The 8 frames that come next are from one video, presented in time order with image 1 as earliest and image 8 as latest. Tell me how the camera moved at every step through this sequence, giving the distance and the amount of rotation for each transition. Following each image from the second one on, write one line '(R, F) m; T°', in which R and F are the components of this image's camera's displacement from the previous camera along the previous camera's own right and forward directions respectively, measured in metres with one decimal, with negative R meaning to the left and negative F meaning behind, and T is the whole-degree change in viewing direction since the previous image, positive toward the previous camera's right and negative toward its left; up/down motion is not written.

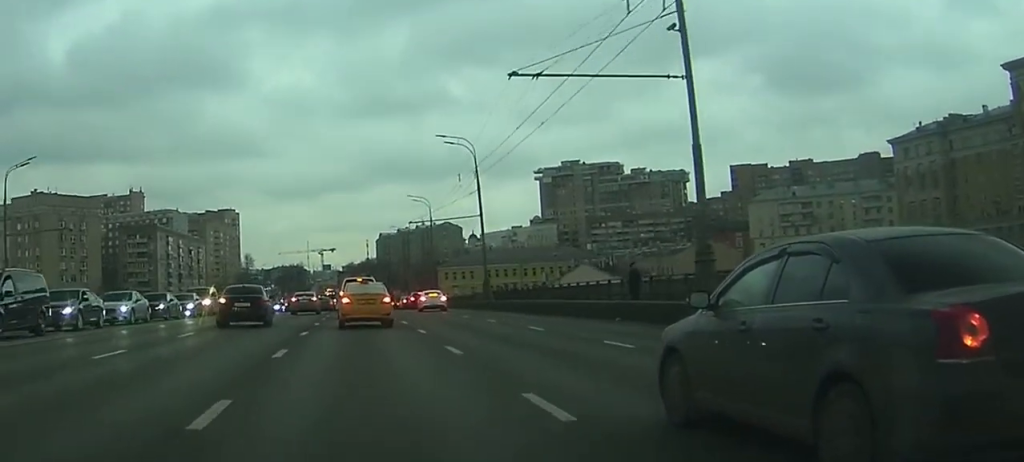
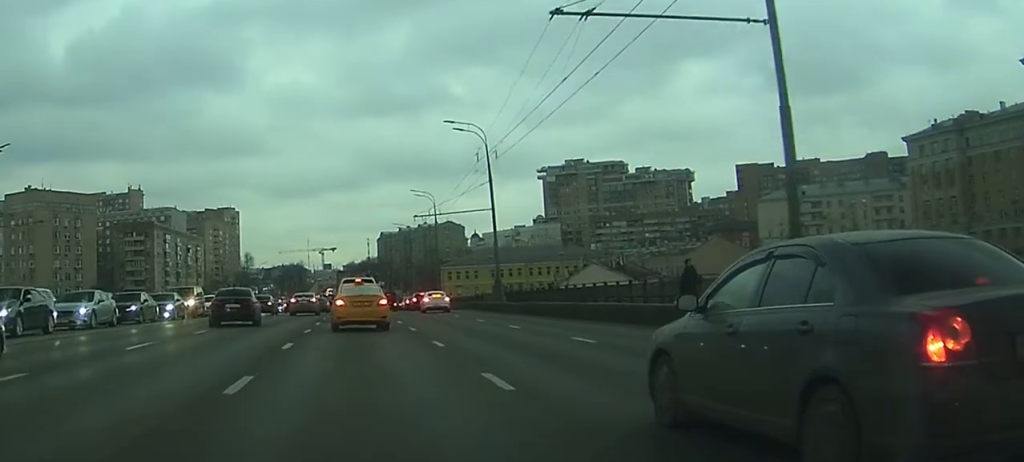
(0.0, +5.6) m; 0°
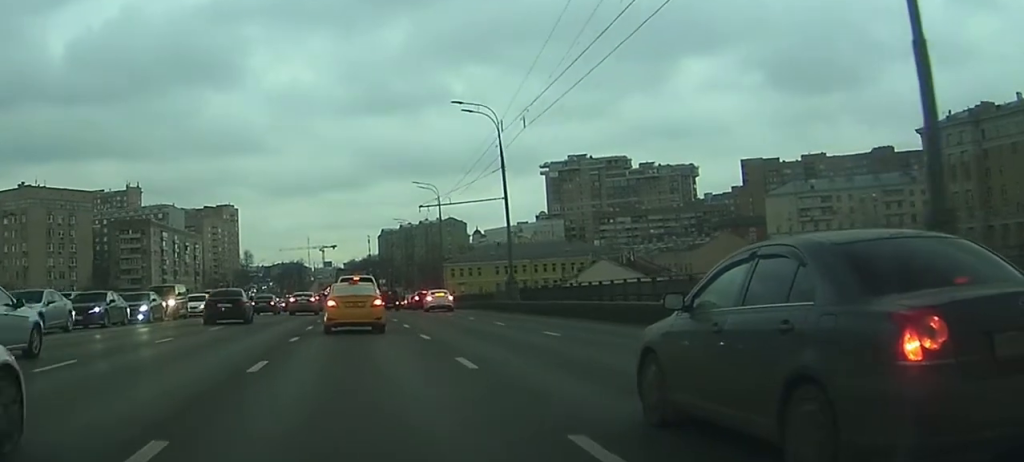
(0.0, +5.2) m; 0°
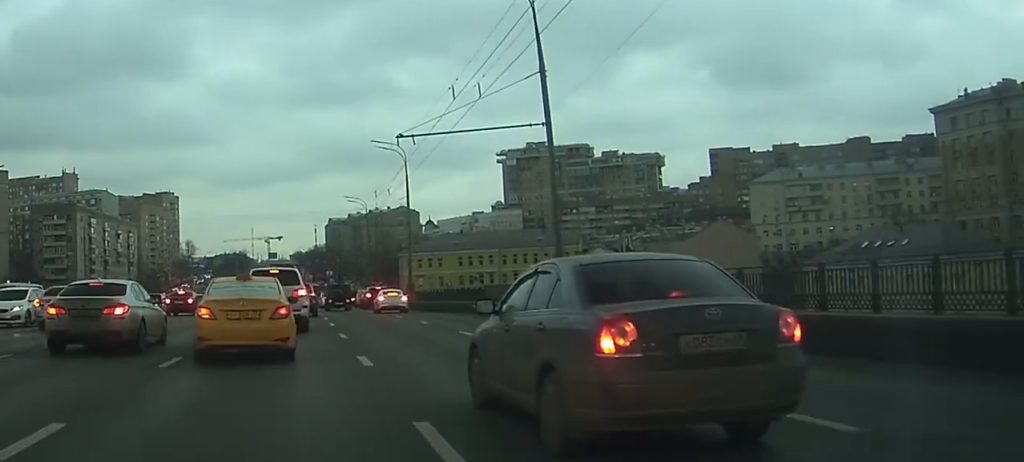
(0.0, +24.6) m; 0°
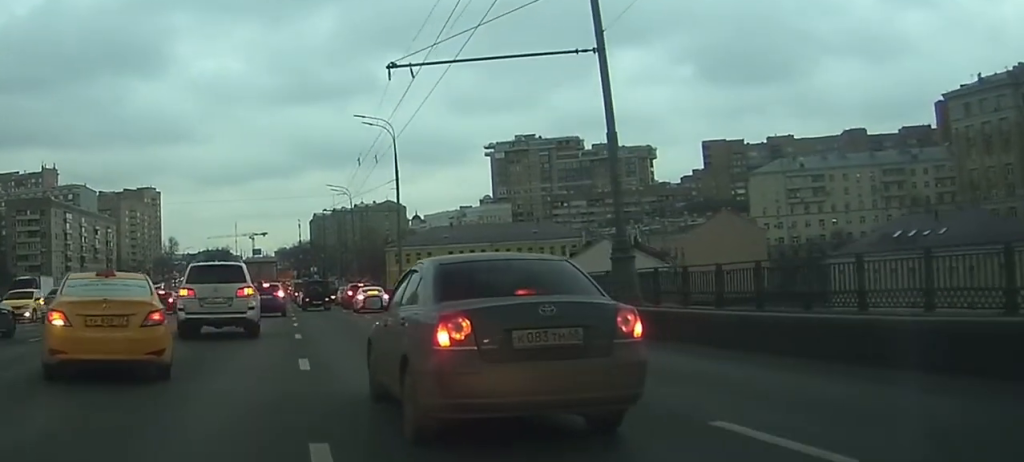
(0.0, +9.4) m; +1°
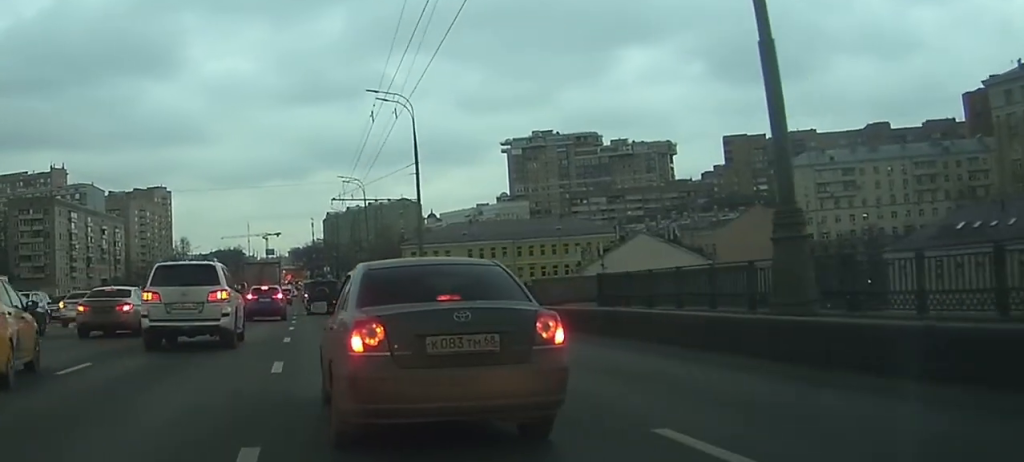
(+0.1, +7.9) m; 0°
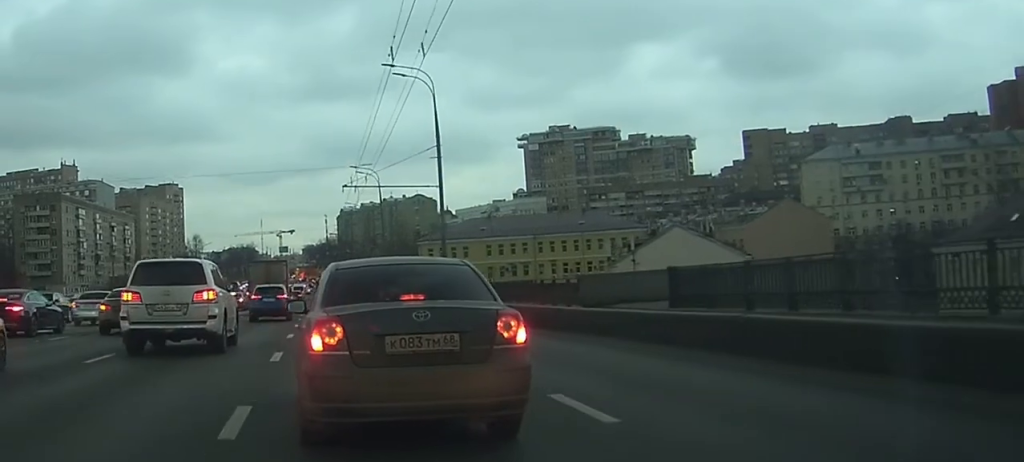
(-0.1, +5.4) m; -1°
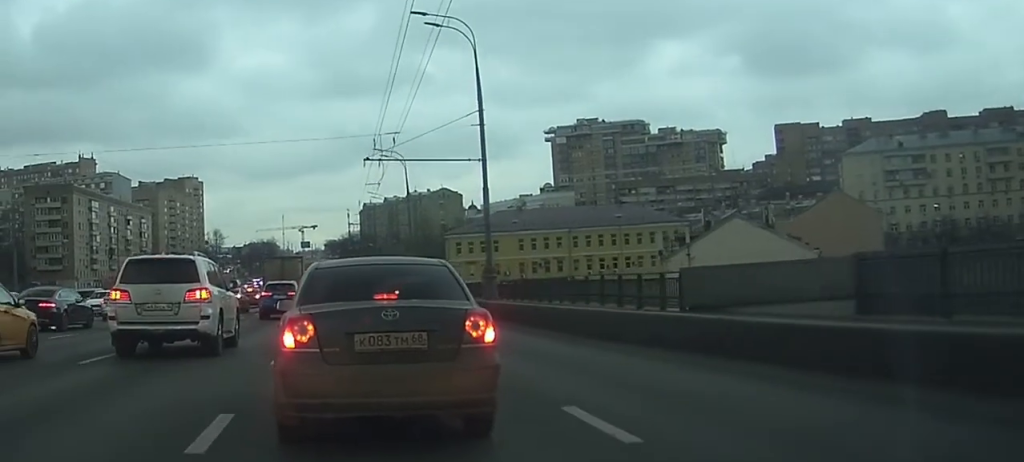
(-0.1, +8.4) m; 0°
